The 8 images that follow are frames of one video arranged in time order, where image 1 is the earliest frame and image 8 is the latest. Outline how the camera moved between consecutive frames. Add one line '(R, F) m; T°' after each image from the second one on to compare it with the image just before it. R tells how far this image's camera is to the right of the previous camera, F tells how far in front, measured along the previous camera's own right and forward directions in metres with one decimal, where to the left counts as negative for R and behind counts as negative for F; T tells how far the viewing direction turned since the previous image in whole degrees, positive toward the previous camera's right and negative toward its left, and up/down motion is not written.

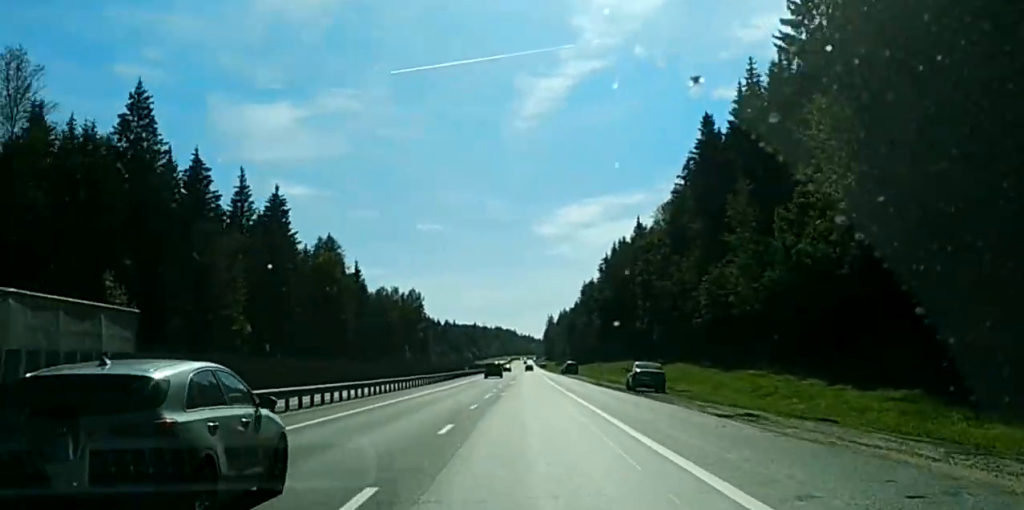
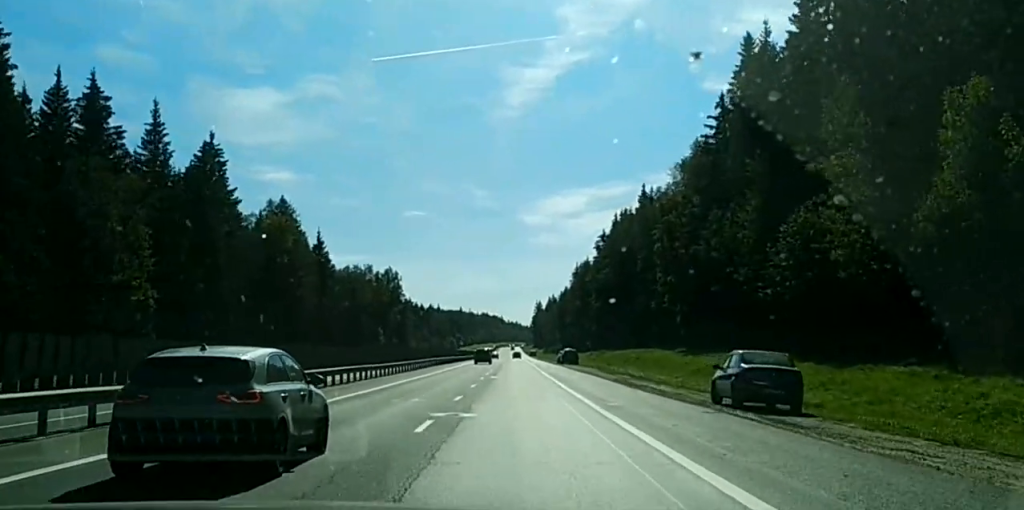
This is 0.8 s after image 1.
(0.0, +33.7) m; 0°
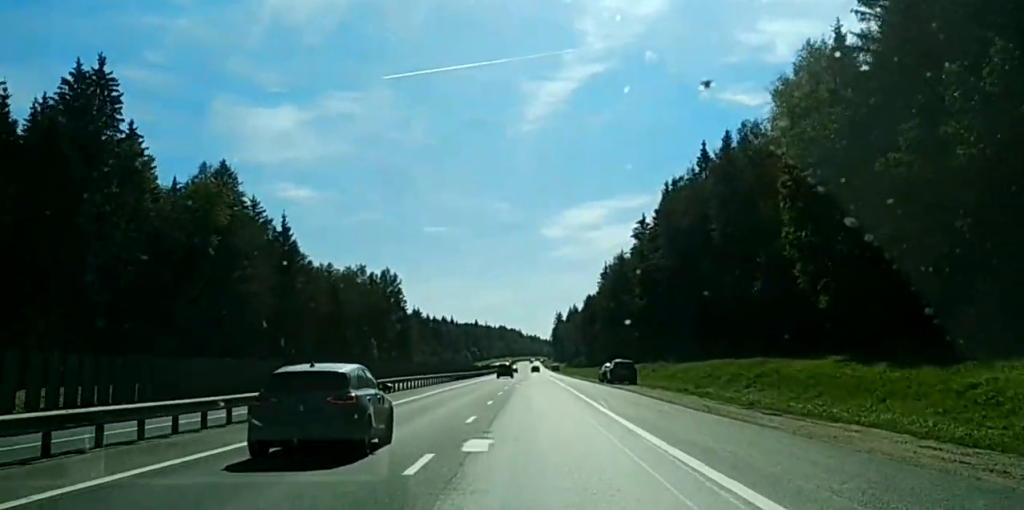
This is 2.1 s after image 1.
(-0.3, +45.1) m; -1°
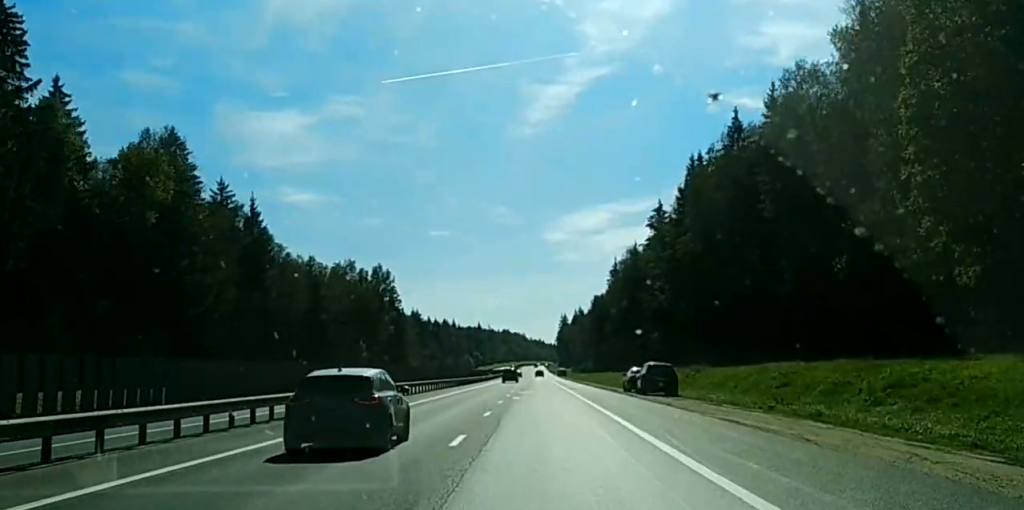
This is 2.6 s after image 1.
(-0.2, +19.0) m; 0°
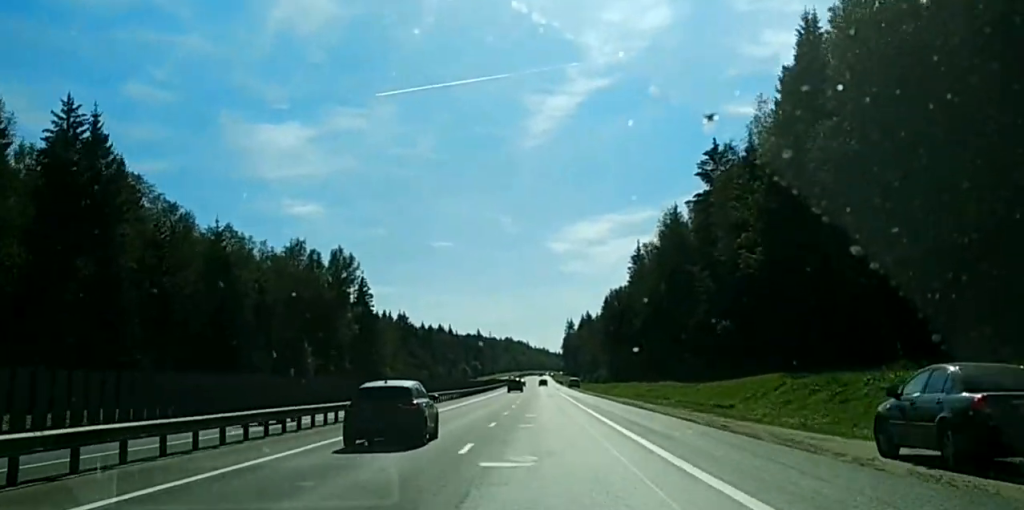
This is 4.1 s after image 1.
(+0.2, +46.0) m; +1°
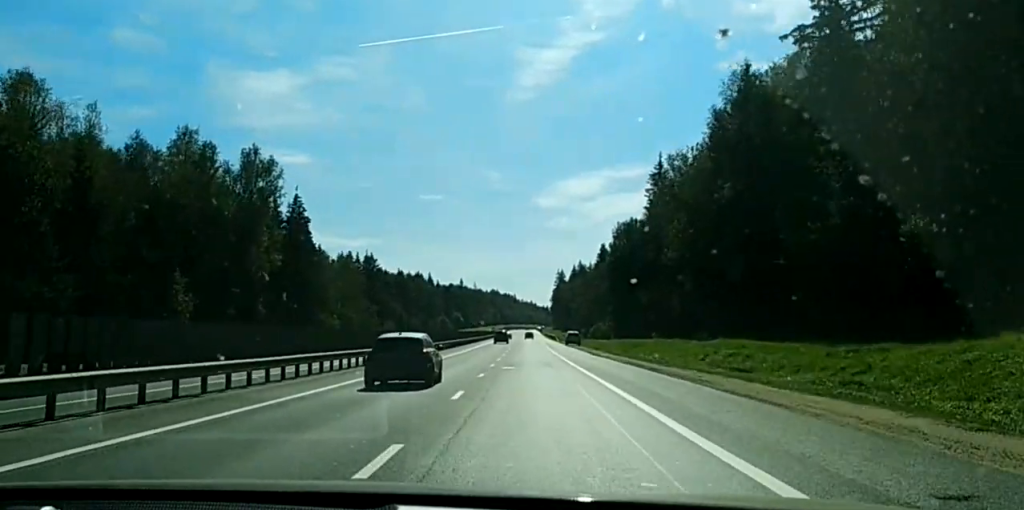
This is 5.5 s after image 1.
(+1.0, +44.1) m; +2°
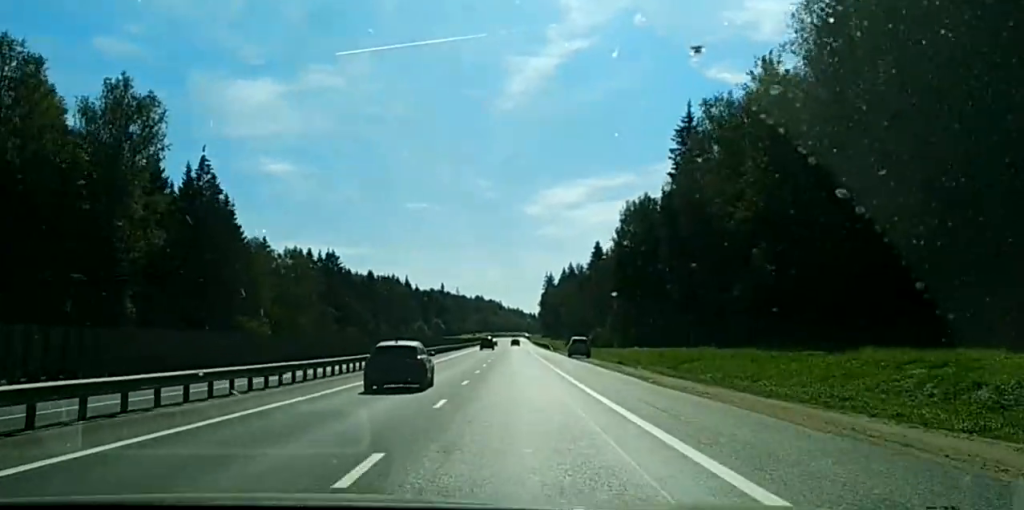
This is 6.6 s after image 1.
(0.0, +34.2) m; 0°
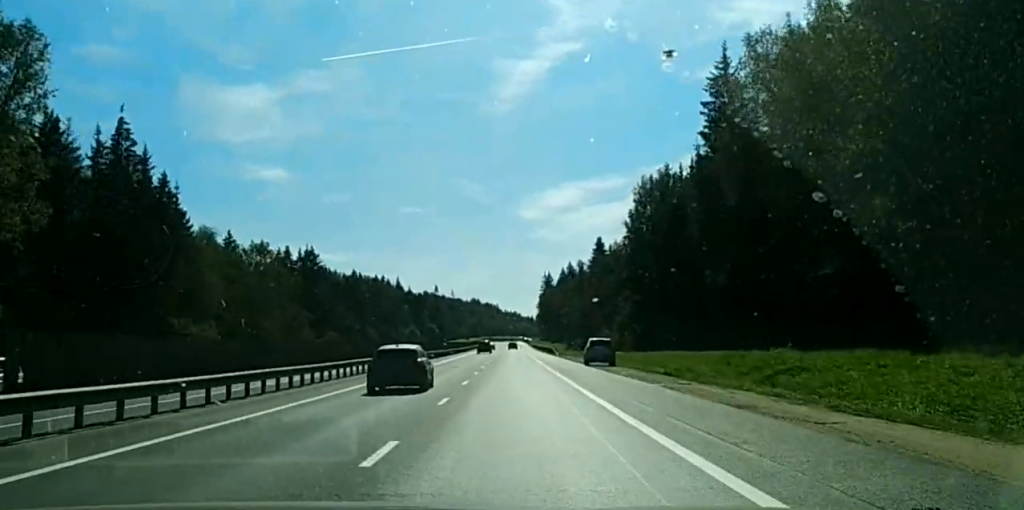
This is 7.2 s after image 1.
(0.0, +21.7) m; 0°
